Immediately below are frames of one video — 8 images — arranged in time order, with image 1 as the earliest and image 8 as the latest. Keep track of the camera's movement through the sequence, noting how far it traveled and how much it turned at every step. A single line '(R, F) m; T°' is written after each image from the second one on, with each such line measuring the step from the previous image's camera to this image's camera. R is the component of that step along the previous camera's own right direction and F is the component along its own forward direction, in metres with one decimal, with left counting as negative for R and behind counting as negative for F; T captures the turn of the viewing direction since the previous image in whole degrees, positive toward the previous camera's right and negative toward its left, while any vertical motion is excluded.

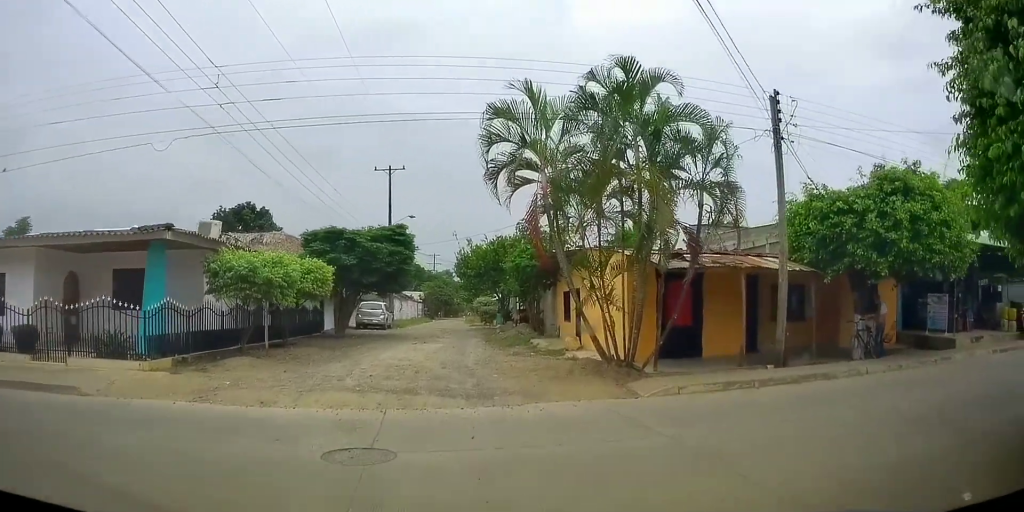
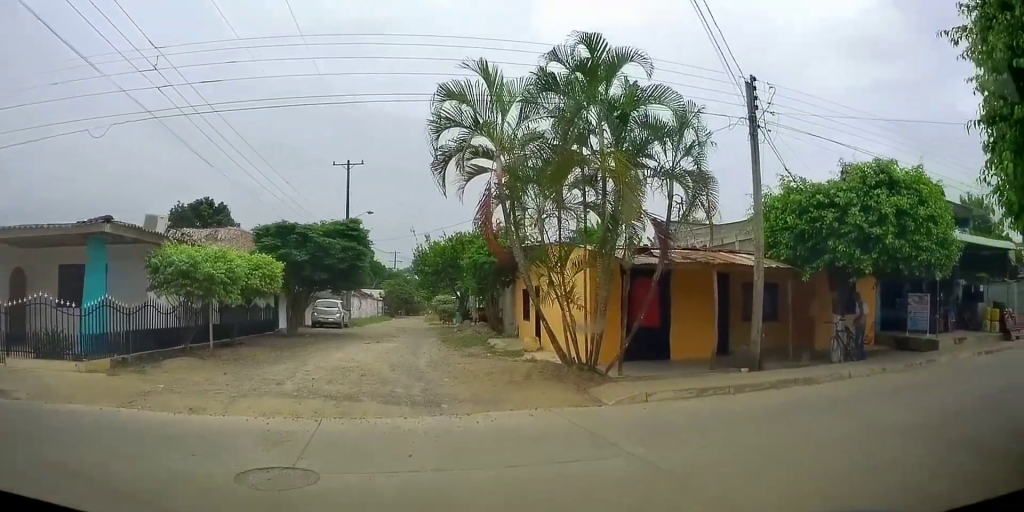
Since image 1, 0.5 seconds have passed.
(+0.1, +1.3) m; +3°
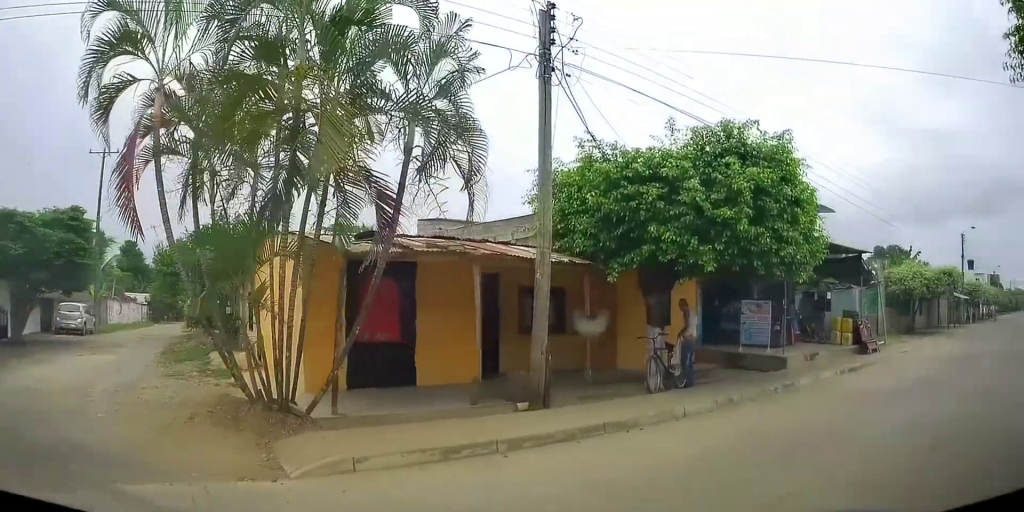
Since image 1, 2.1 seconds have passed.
(+0.5, +3.8) m; +26°
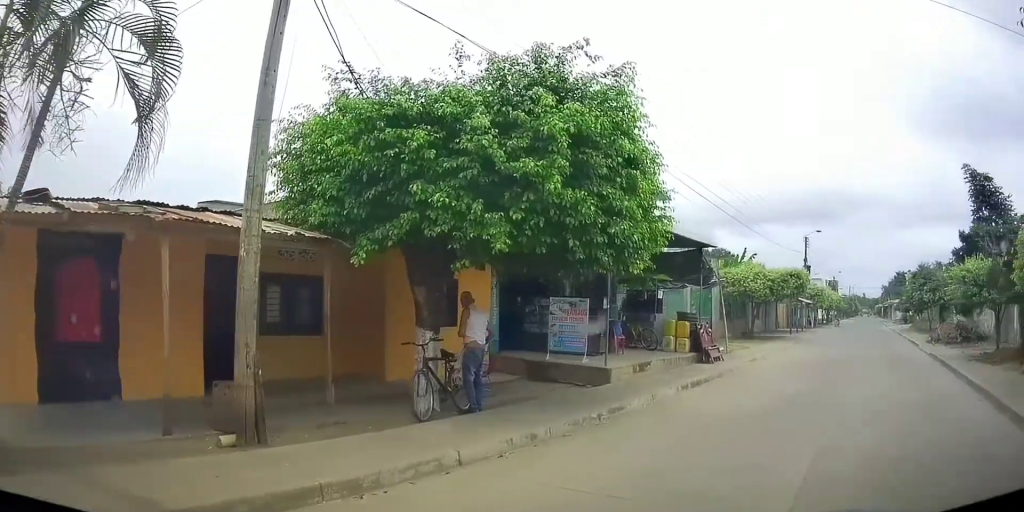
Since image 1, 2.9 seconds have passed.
(+0.4, +1.8) m; +16°
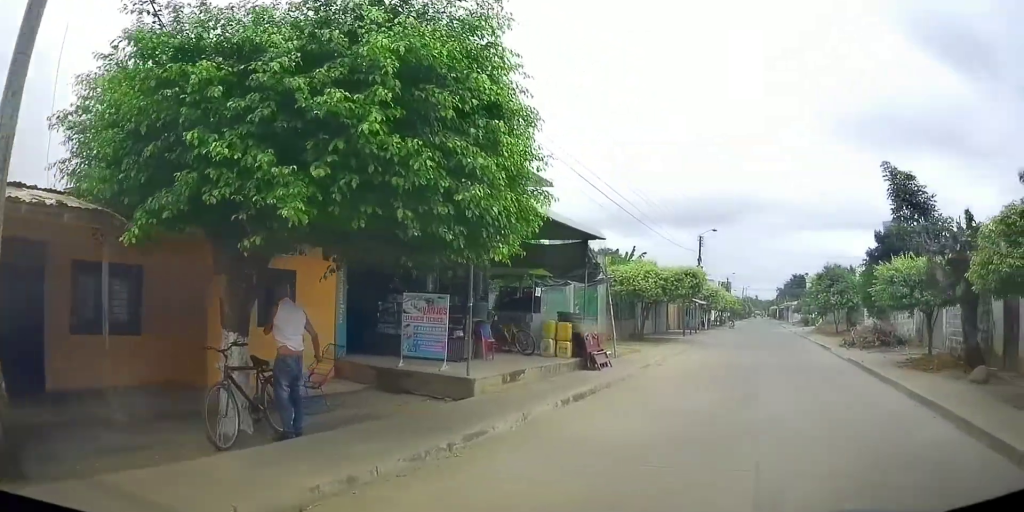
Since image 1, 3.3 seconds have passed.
(+0.1, +1.3) m; +6°
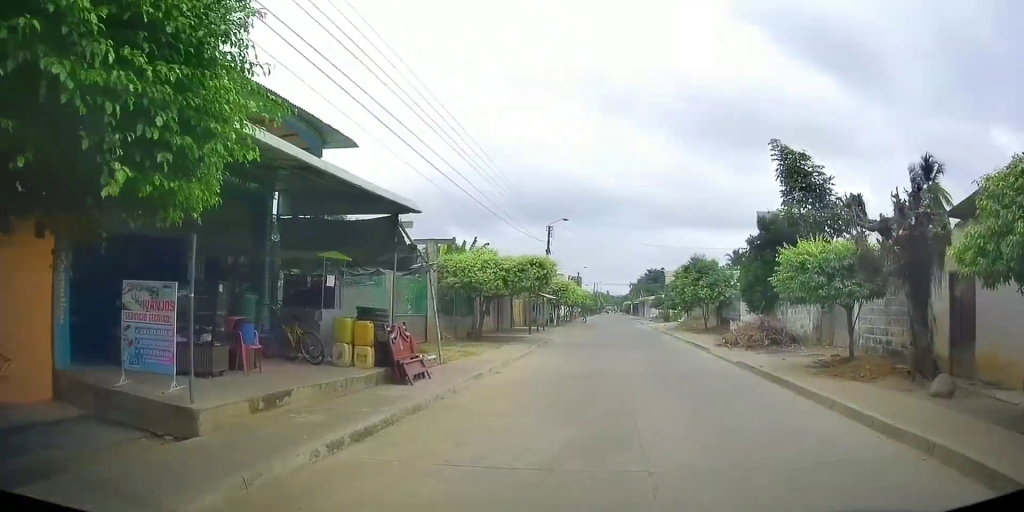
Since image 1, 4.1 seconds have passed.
(+0.1, +2.5) m; +11°
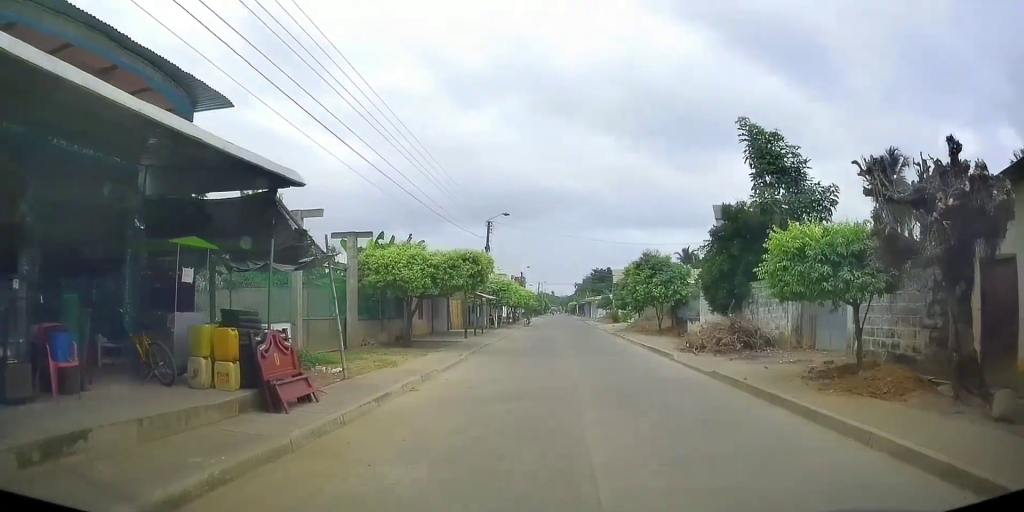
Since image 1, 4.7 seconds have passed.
(+0.2, +2.3) m; +11°
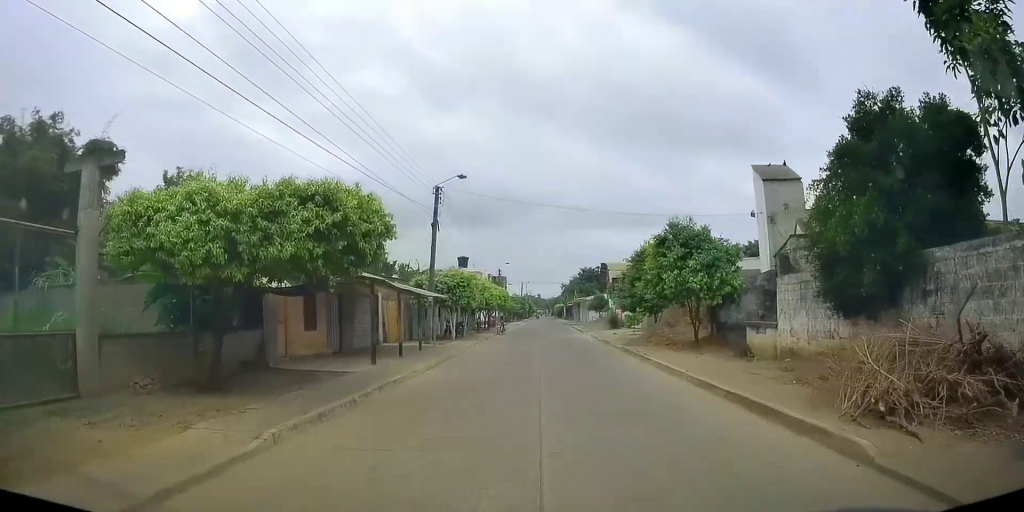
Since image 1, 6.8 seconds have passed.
(+1.1, +10.3) m; +8°
